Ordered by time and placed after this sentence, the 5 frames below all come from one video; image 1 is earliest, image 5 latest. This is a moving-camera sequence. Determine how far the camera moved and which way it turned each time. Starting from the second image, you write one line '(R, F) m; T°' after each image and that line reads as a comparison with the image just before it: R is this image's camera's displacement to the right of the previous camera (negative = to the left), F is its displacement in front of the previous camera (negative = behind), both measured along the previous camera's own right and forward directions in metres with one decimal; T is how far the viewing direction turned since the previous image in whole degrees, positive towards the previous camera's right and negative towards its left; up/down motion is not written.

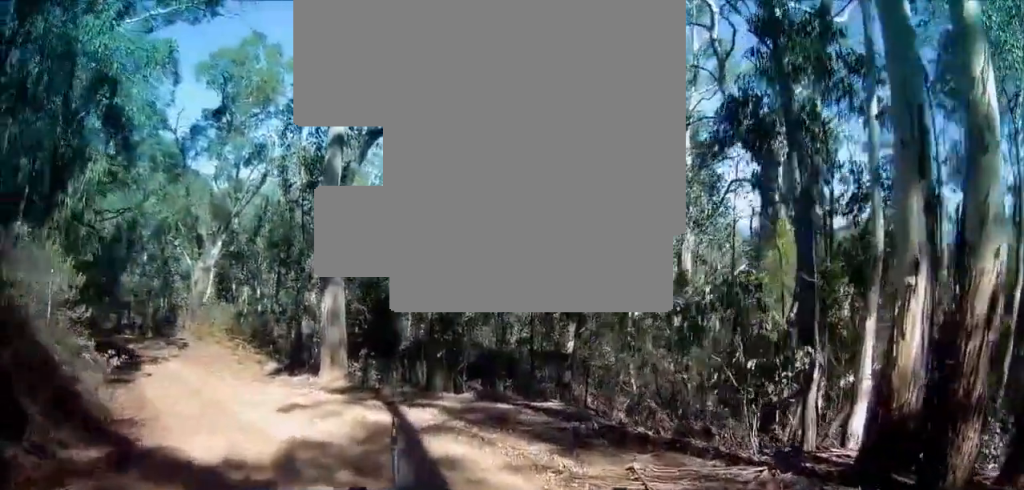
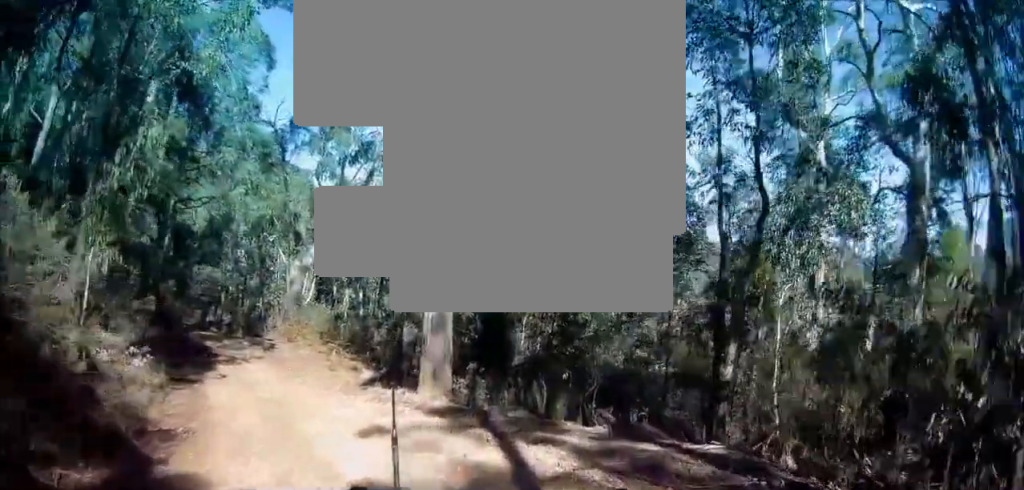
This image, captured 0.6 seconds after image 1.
(-0.3, +1.8) m; -12°
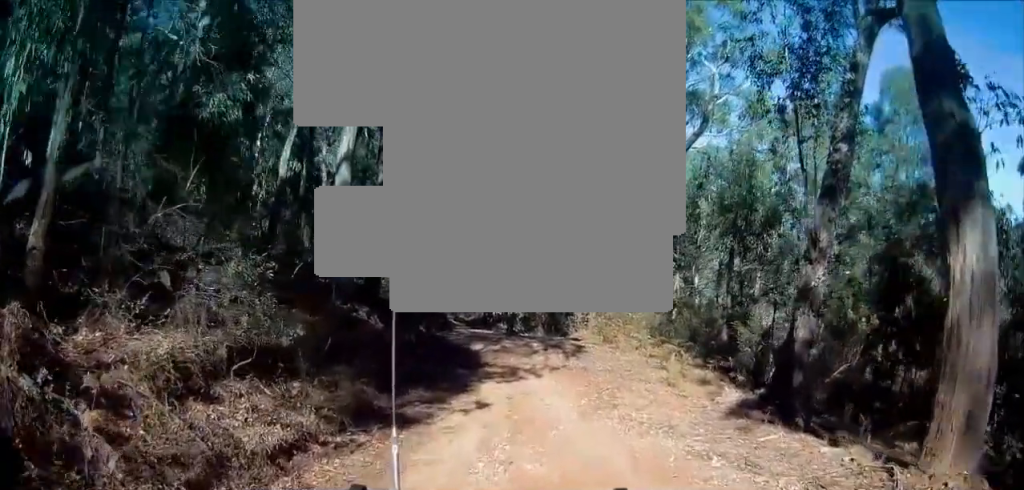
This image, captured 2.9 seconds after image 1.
(-1.1, +6.2) m; -16°
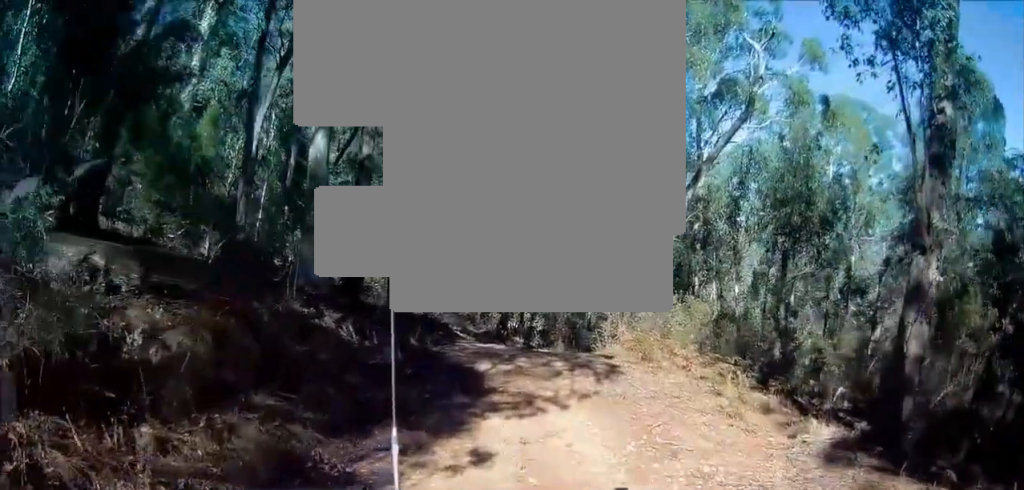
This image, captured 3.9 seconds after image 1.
(-0.3, +2.4) m; -21°
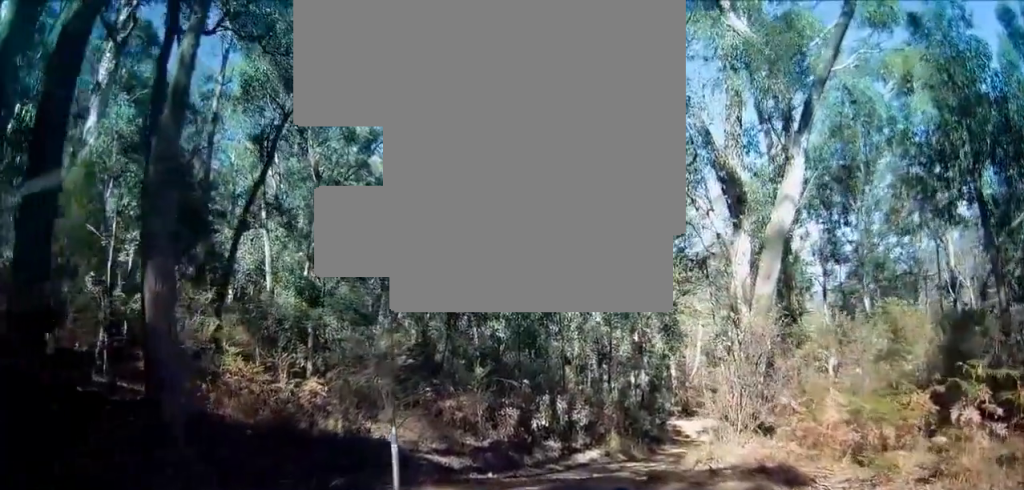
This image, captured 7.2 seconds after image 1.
(-3.4, +6.9) m; -30°
